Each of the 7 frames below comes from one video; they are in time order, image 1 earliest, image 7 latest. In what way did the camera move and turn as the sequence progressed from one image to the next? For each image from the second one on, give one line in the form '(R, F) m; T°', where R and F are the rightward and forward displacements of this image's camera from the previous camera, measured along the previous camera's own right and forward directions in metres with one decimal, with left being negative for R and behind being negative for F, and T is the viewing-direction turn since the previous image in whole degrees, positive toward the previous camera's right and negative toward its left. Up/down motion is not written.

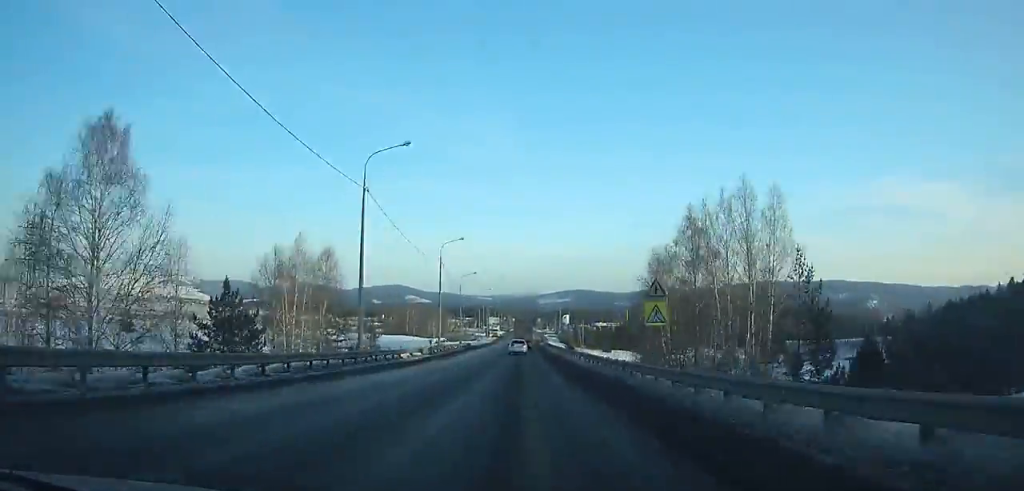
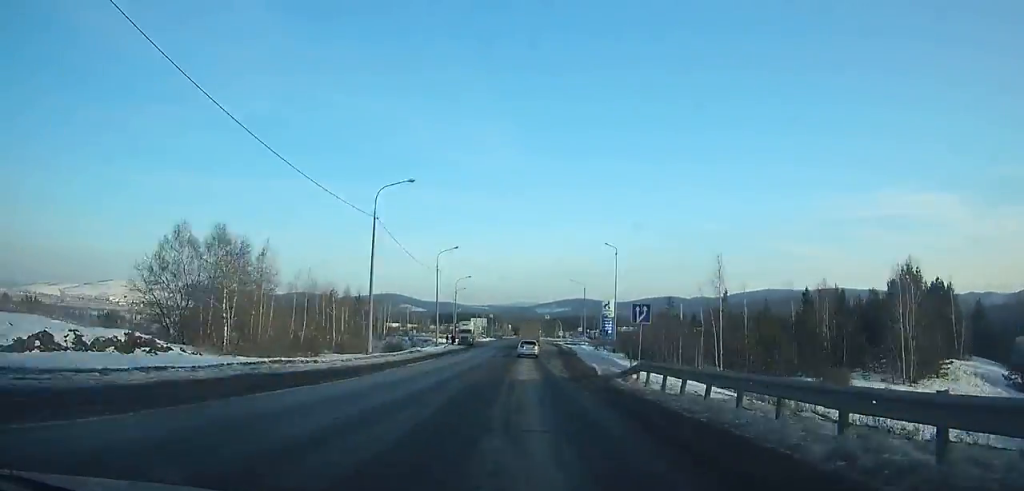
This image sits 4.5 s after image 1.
(+0.1, +96.6) m; +1°
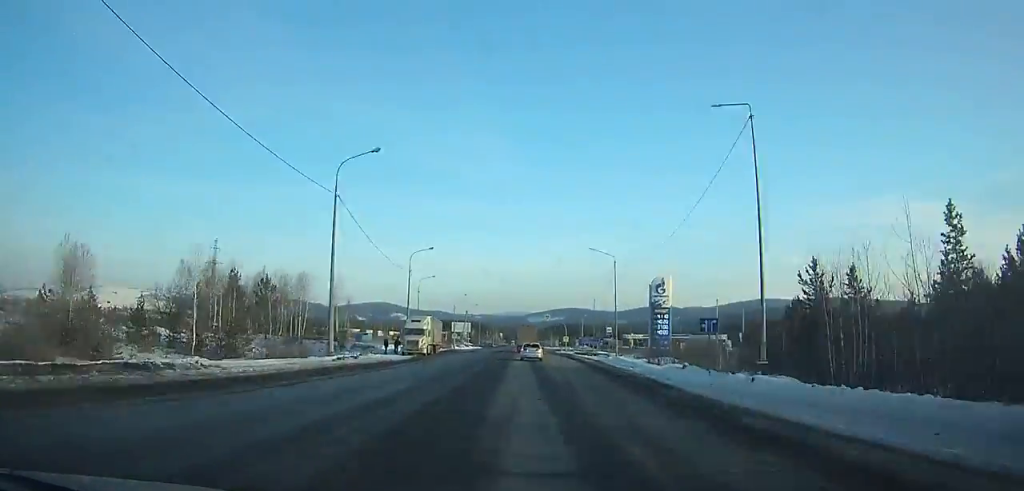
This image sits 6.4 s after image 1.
(+0.3, +40.9) m; 0°
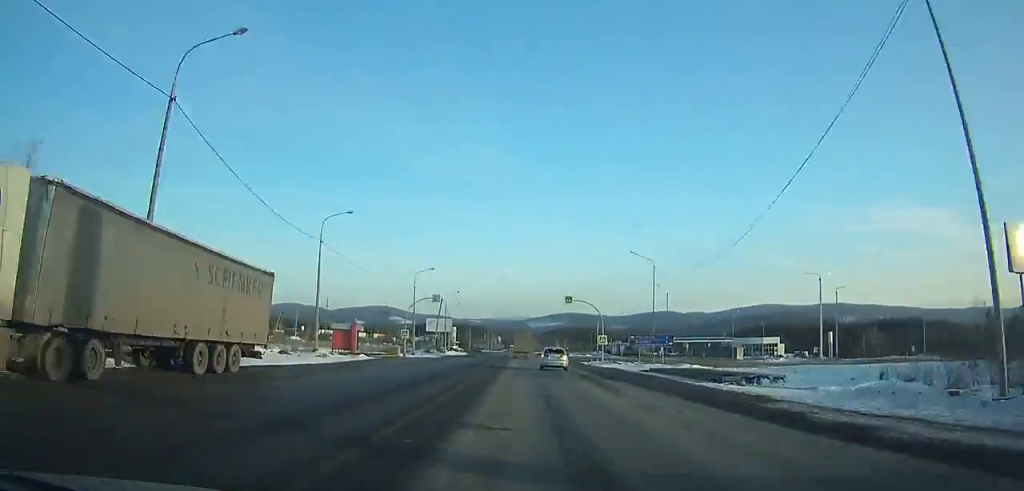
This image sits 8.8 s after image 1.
(+0.1, +52.2) m; 0°
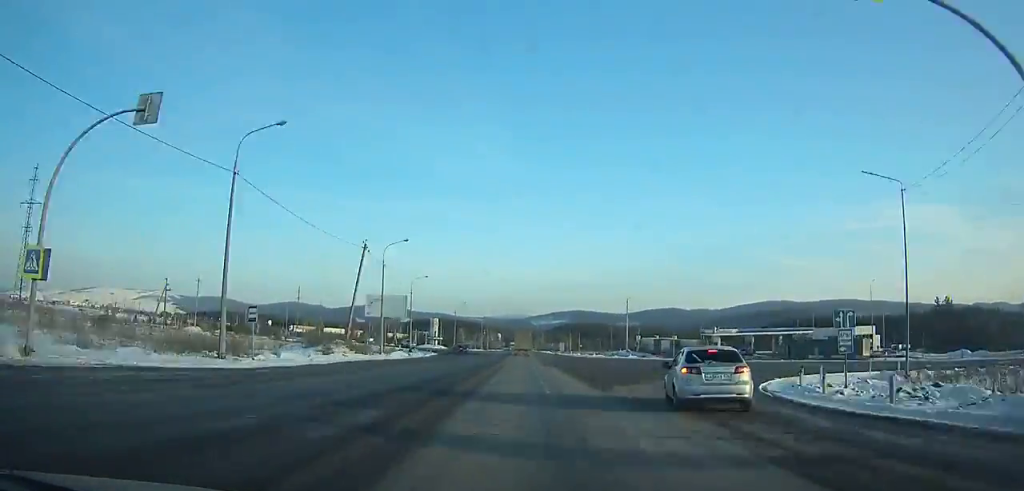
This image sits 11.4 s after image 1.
(-0.4, +57.6) m; 0°
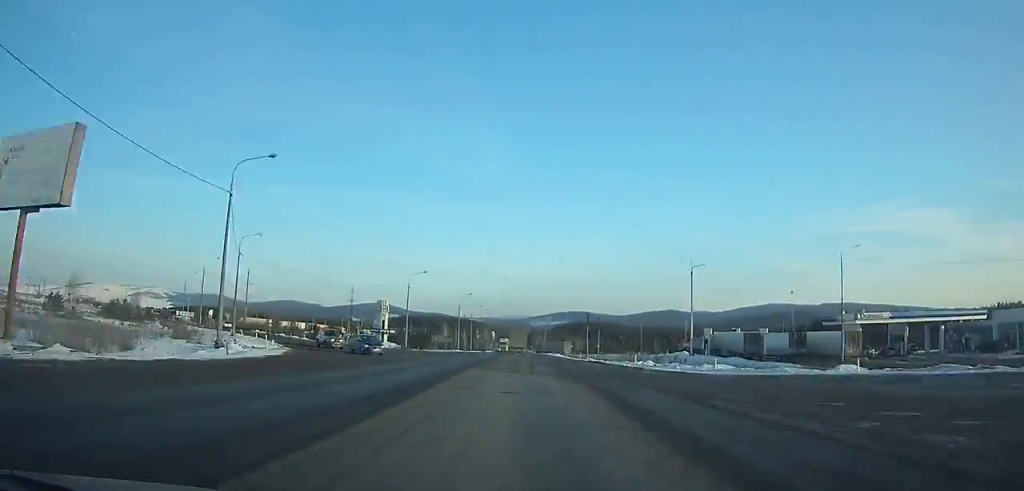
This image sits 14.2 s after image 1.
(+0.4, +63.6) m; 0°
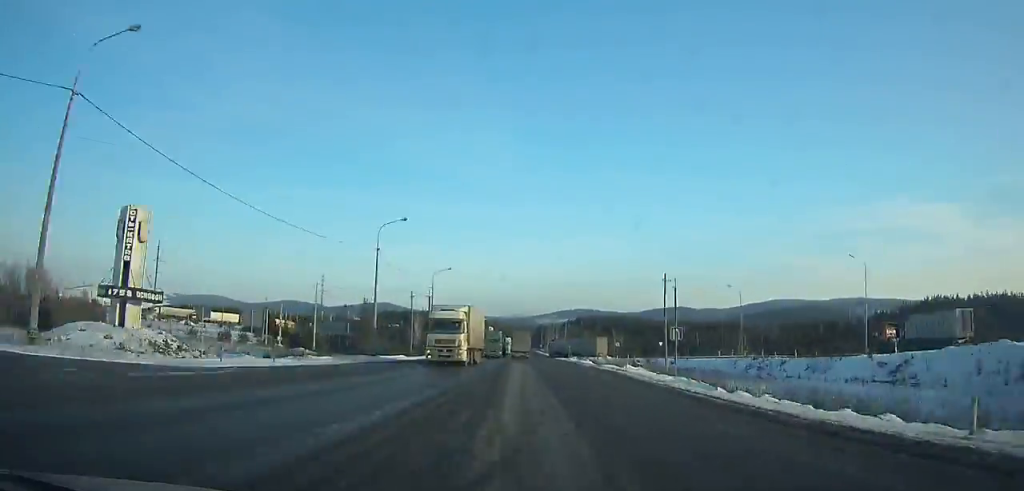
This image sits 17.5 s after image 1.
(-0.1, +76.8) m; 0°
